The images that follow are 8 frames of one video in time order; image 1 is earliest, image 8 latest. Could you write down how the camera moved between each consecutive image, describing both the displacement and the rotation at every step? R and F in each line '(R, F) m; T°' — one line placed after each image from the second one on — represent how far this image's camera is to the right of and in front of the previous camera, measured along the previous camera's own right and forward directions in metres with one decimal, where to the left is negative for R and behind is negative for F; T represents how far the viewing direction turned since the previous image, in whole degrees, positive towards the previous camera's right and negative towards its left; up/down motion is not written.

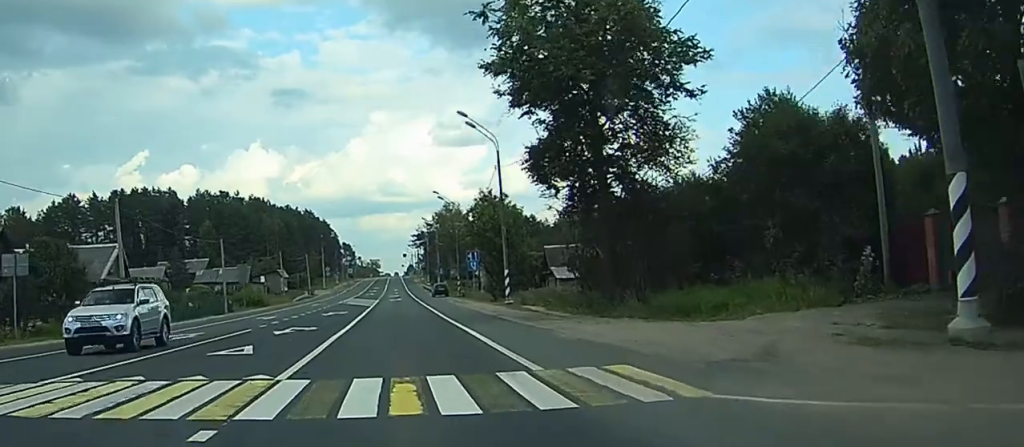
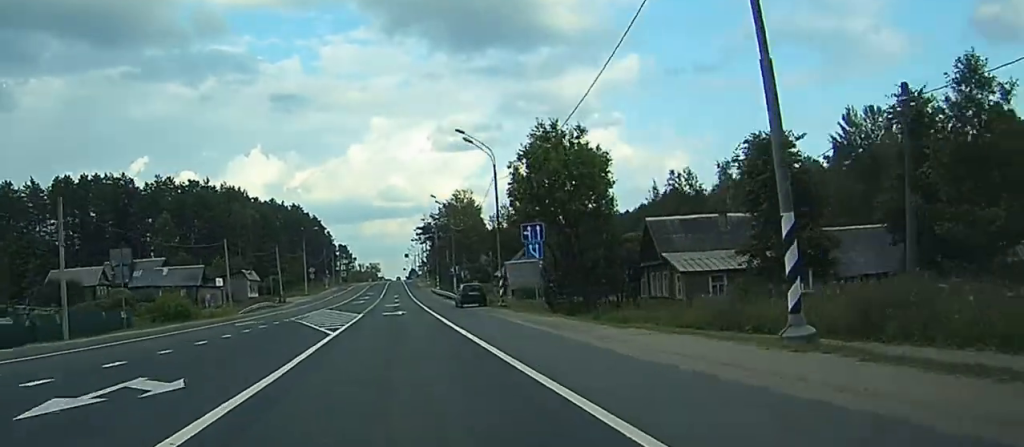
(+0.1, +39.2) m; 0°
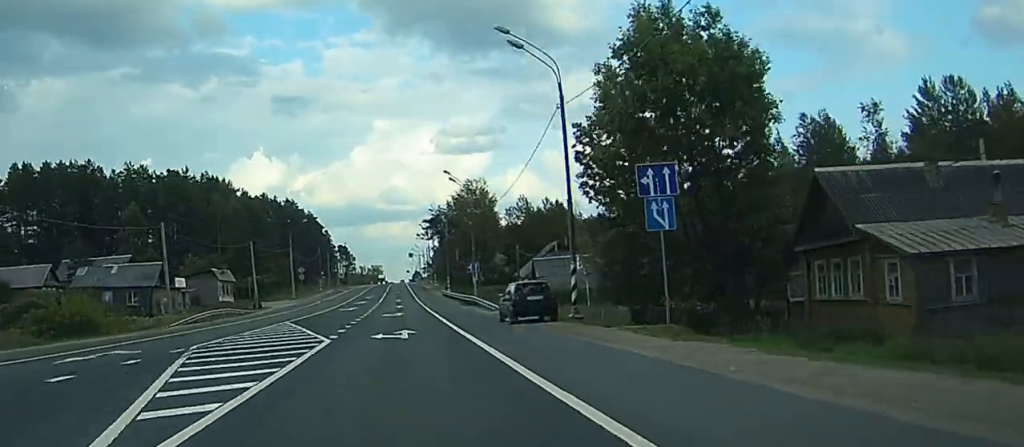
(-0.1, +23.3) m; 0°
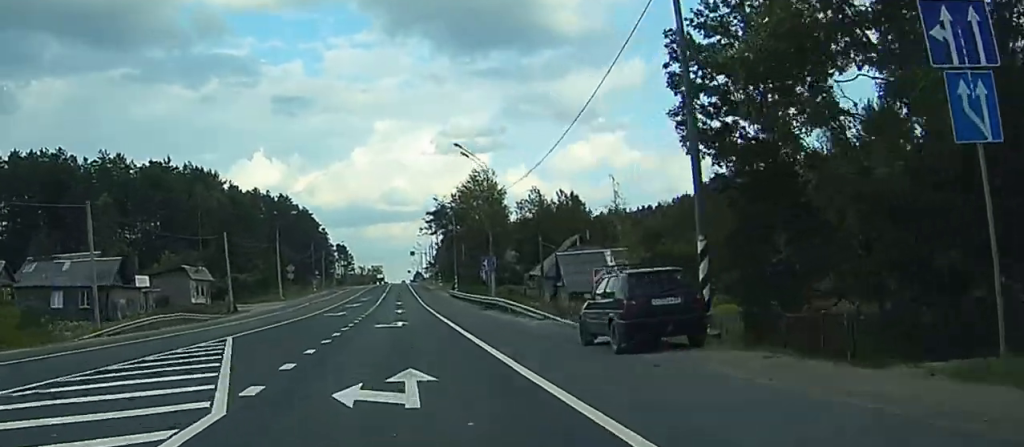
(0.0, +14.9) m; 0°
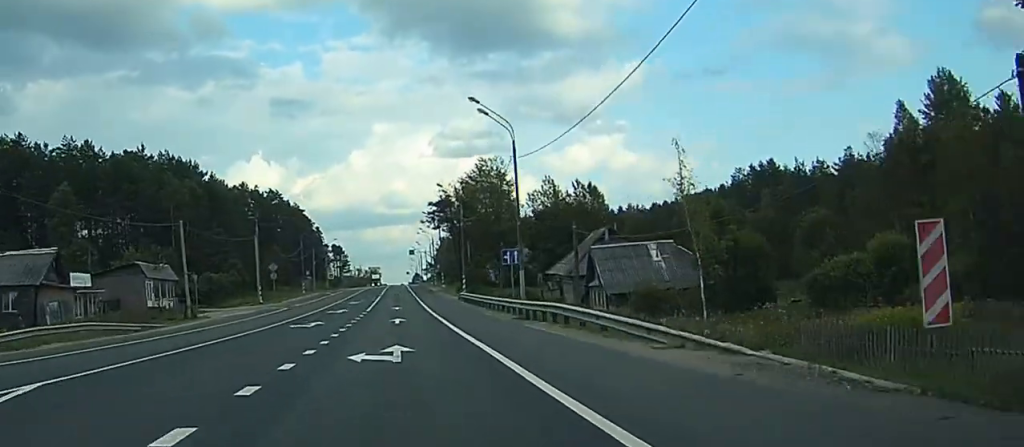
(0.0, +15.9) m; 0°
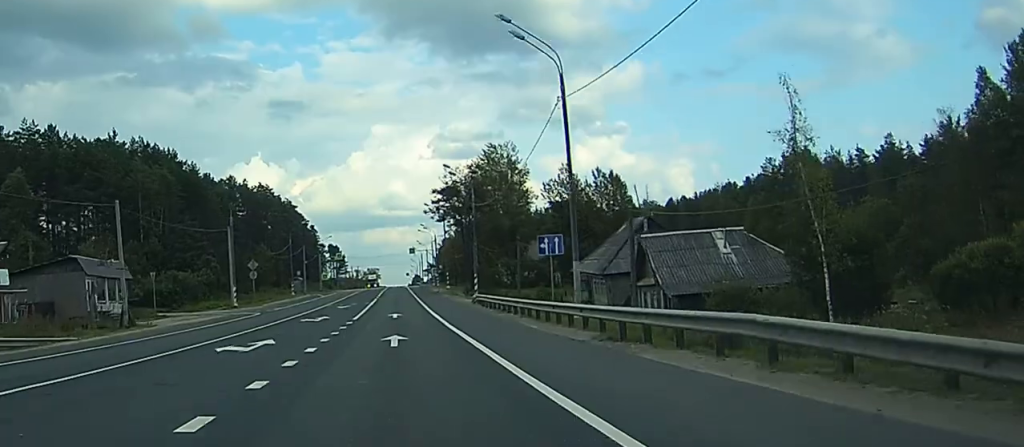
(0.0, +15.1) m; 0°
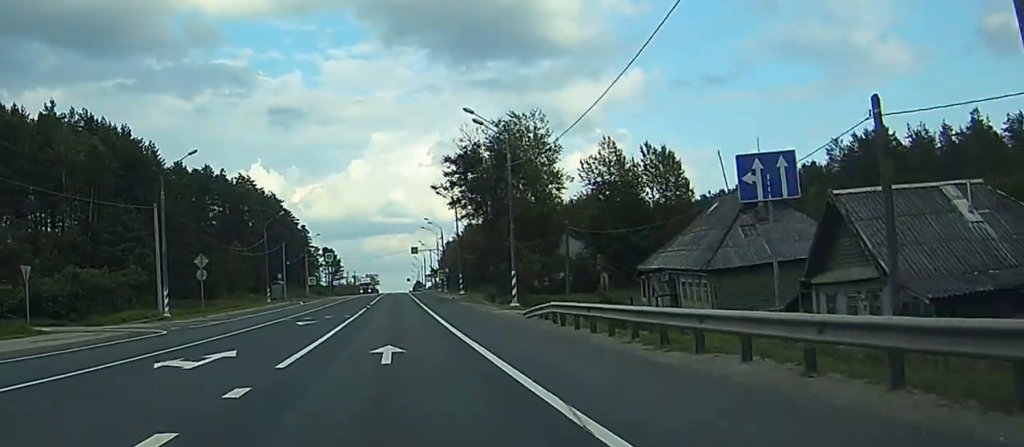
(0.0, +25.2) m; 0°
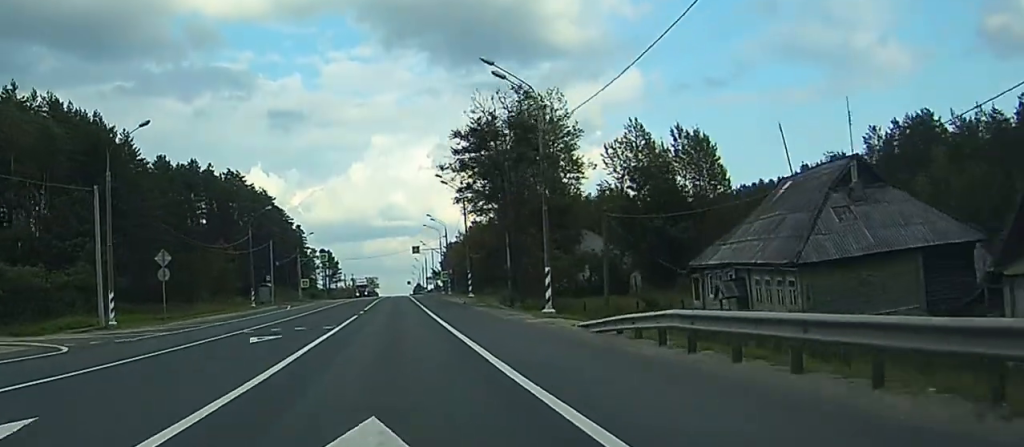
(0.0, +11.5) m; 0°
